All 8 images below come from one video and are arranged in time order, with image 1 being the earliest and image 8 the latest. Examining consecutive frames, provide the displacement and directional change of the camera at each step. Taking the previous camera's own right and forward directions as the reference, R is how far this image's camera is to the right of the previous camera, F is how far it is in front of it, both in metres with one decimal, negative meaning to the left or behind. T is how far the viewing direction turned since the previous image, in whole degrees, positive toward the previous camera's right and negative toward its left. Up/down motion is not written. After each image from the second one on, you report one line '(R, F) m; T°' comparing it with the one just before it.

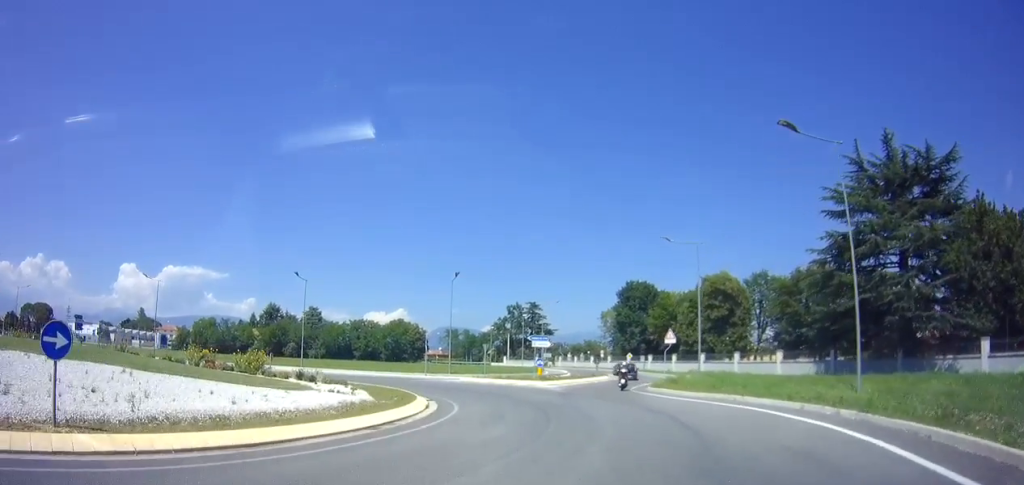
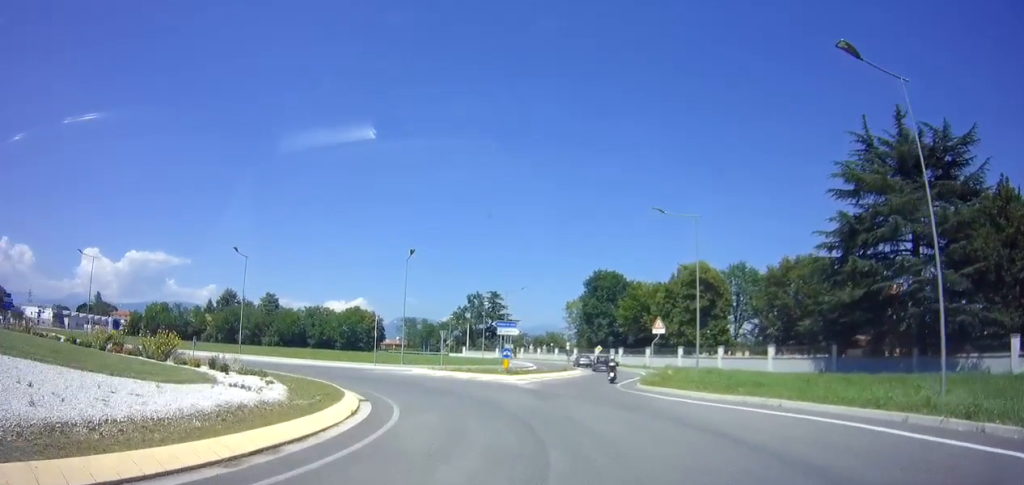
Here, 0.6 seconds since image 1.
(+0.3, +5.5) m; +2°
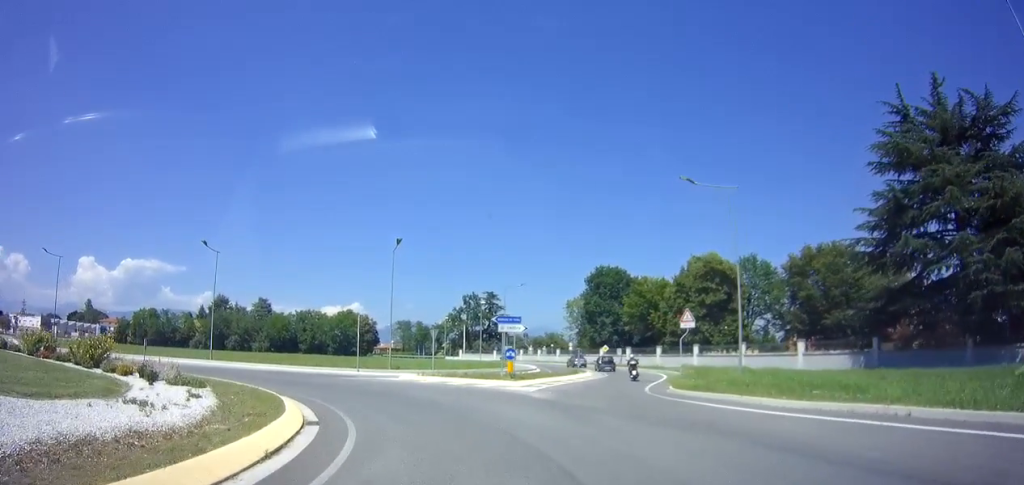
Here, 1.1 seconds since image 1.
(+0.1, +4.9) m; -2°
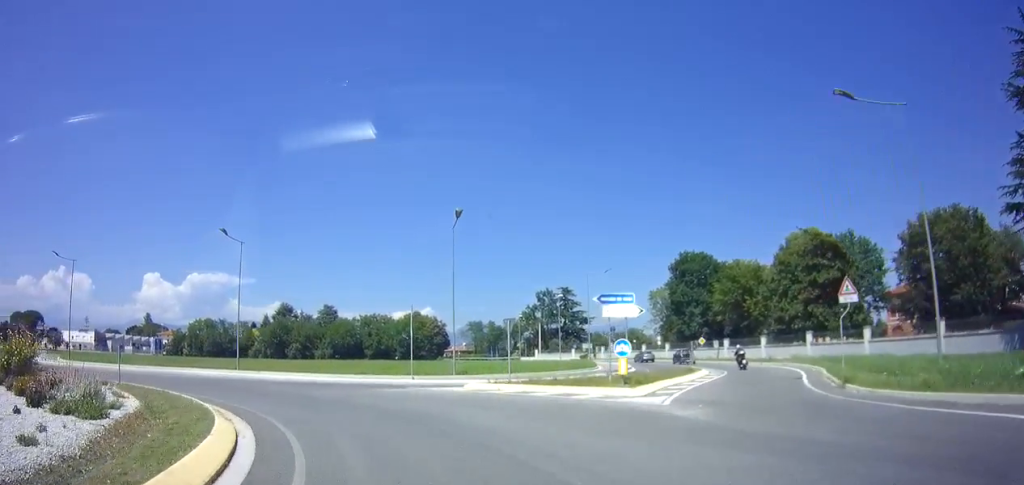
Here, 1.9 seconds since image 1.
(0.0, +8.0) m; -8°
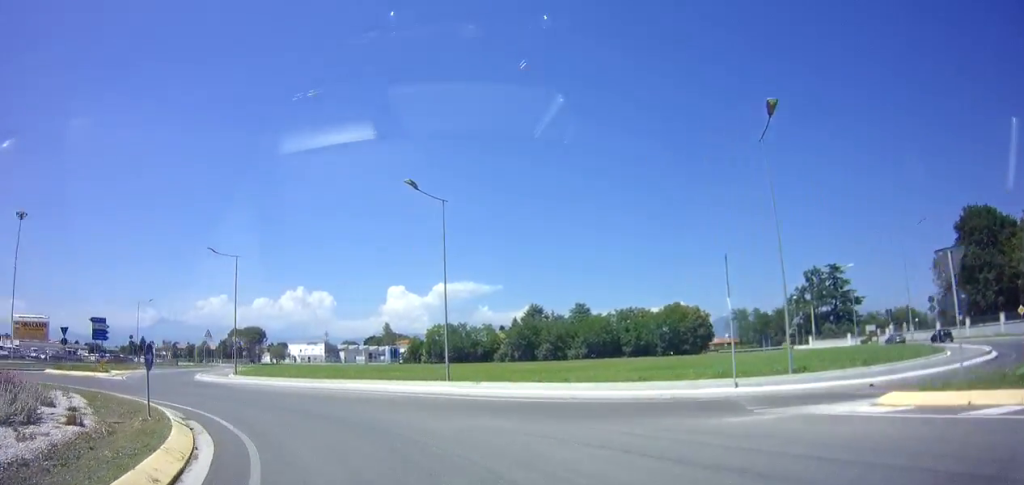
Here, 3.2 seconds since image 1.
(-2.9, +12.3) m; -28°
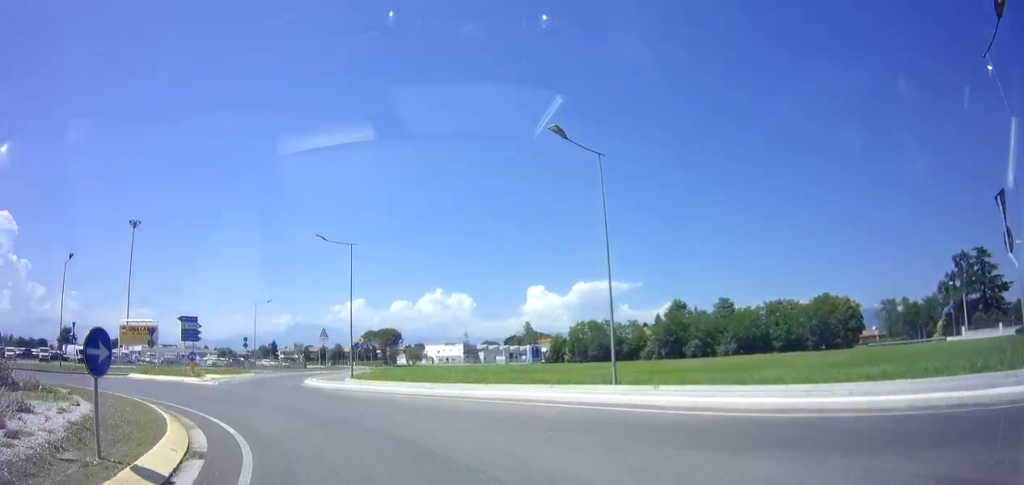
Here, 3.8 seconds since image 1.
(-0.4, +5.9) m; -14°
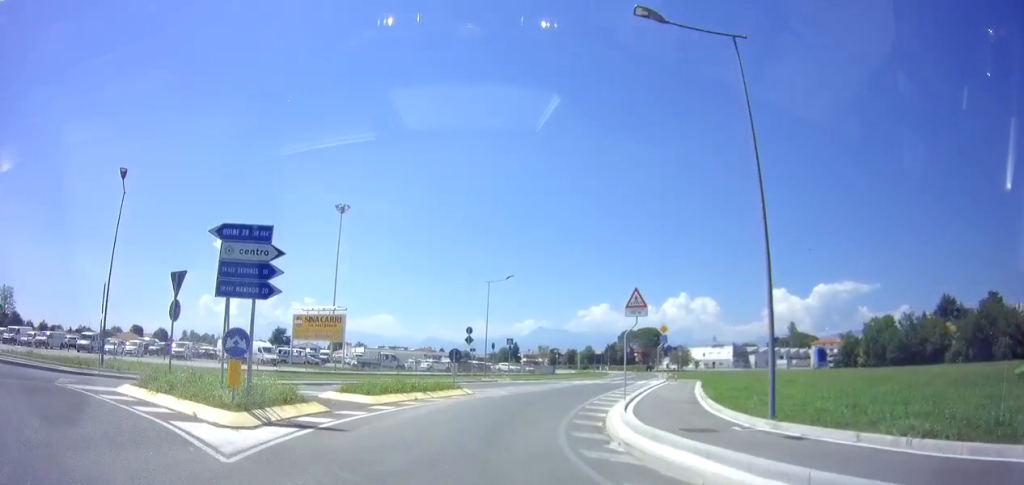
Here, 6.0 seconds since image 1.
(-6.5, +23.7) m; -18°
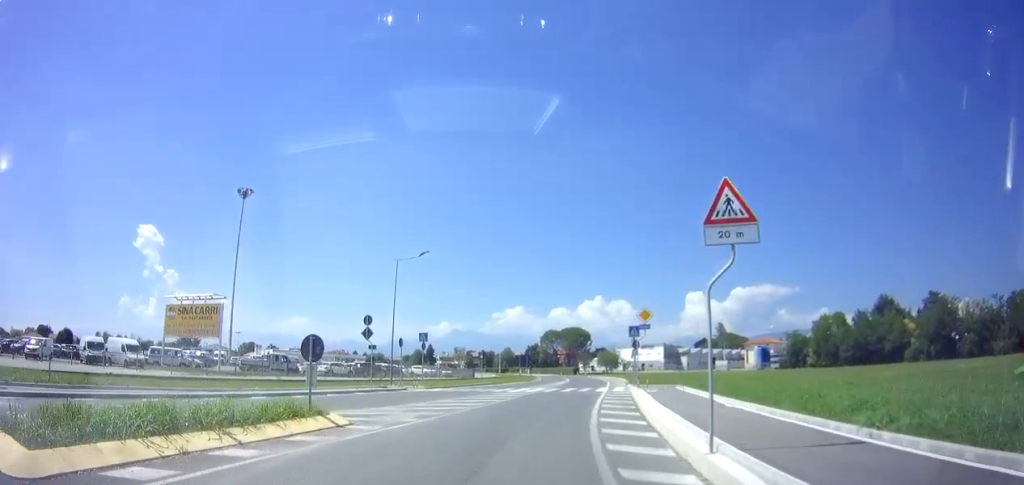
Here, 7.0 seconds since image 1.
(+0.2, +11.6) m; +7°
